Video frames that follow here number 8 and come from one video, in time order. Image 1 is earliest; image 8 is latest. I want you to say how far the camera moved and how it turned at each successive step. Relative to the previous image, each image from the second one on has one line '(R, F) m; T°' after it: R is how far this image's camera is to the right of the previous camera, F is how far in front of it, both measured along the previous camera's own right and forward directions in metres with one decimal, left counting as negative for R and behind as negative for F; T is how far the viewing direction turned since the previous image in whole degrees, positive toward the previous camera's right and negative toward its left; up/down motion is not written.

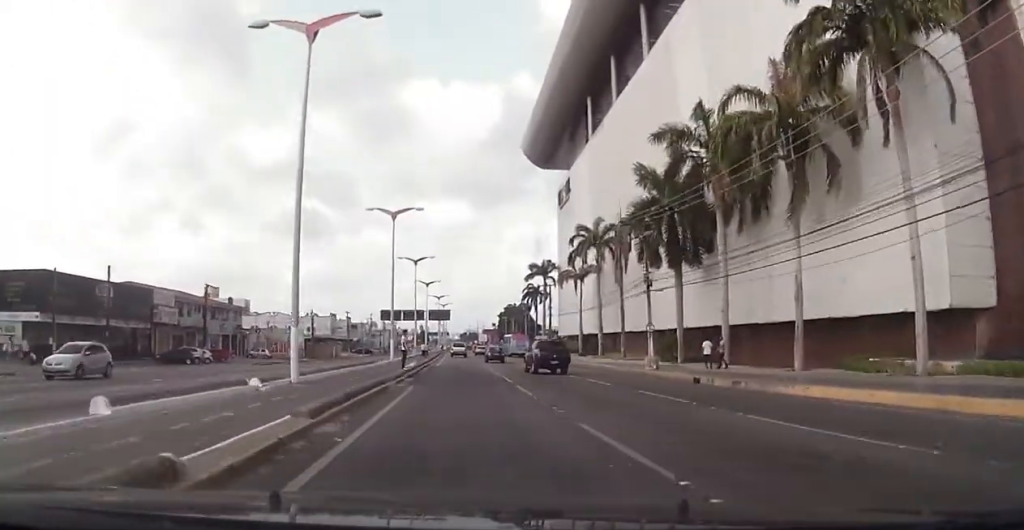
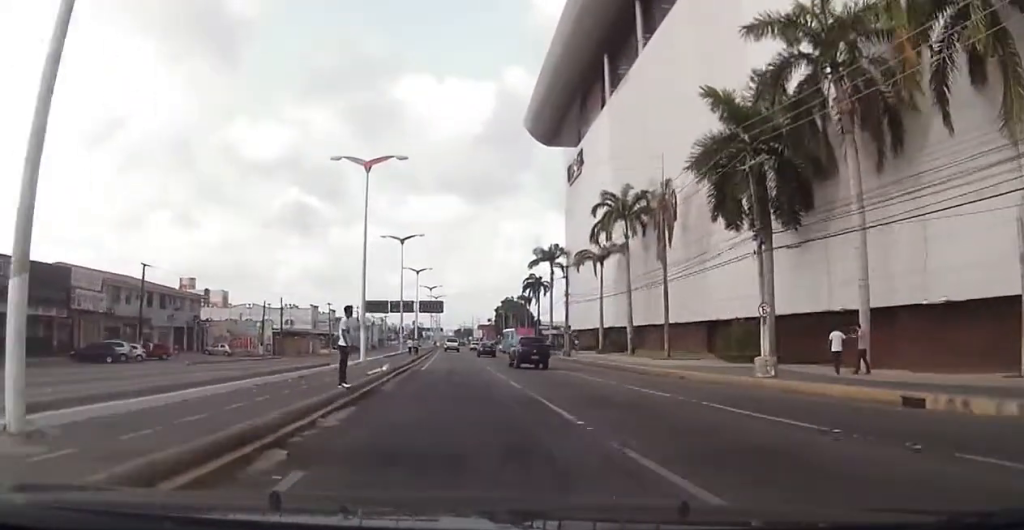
(-0.1, +14.9) m; 0°
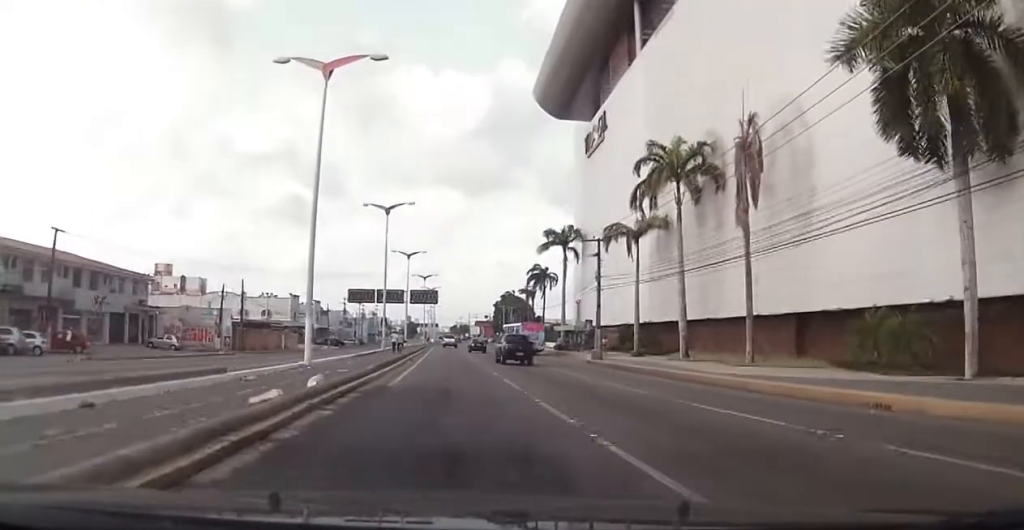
(0.0, +14.6) m; 0°
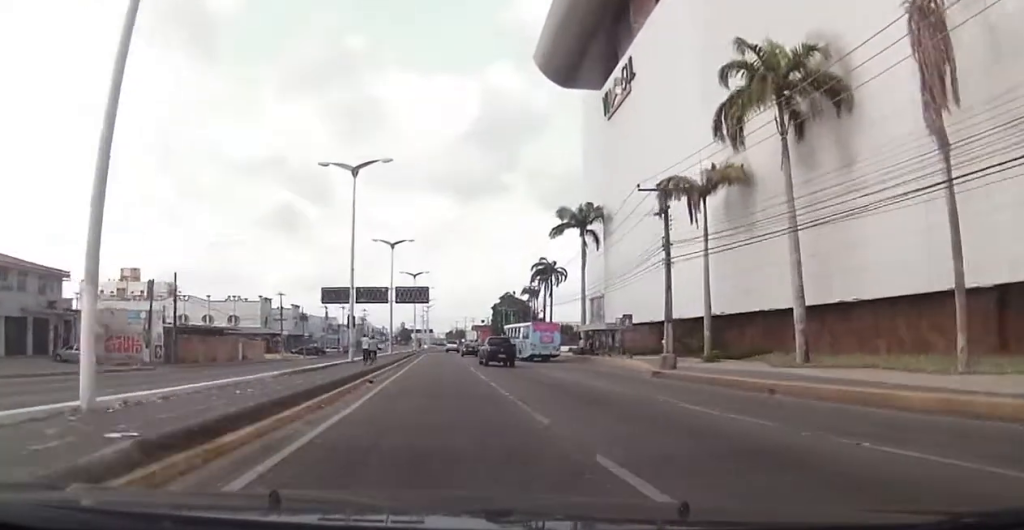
(+0.1, +16.6) m; +2°
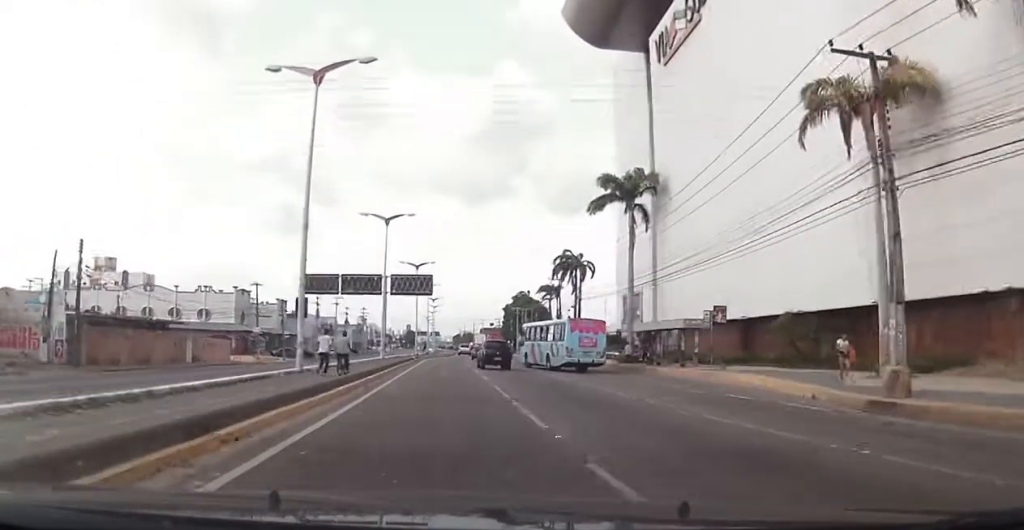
(+0.6, +16.4) m; +1°
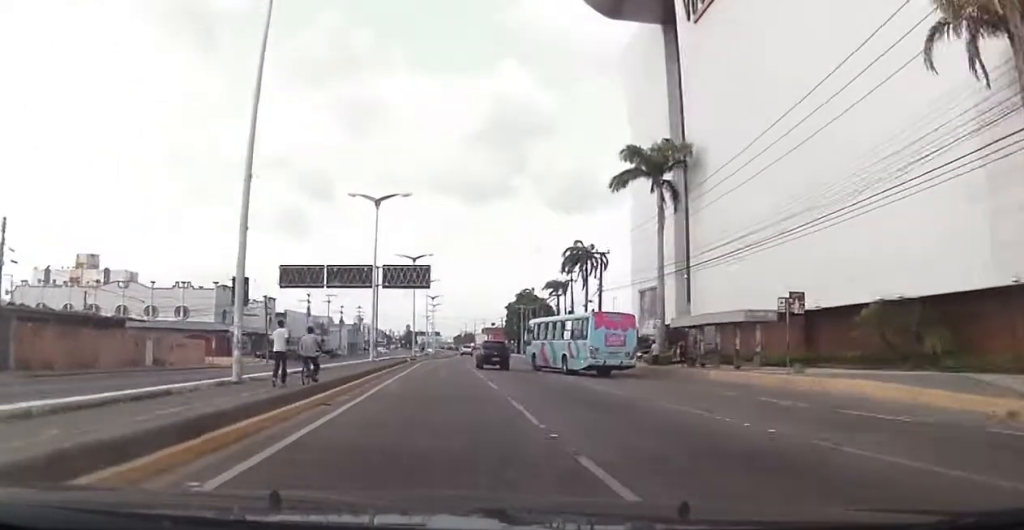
(-0.3, +8.2) m; -1°
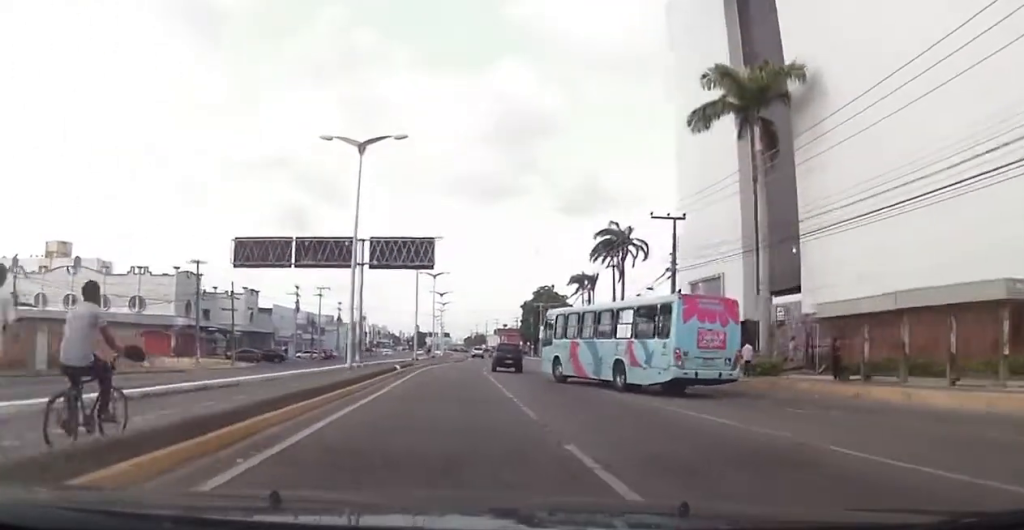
(-0.2, +15.3) m; -1°
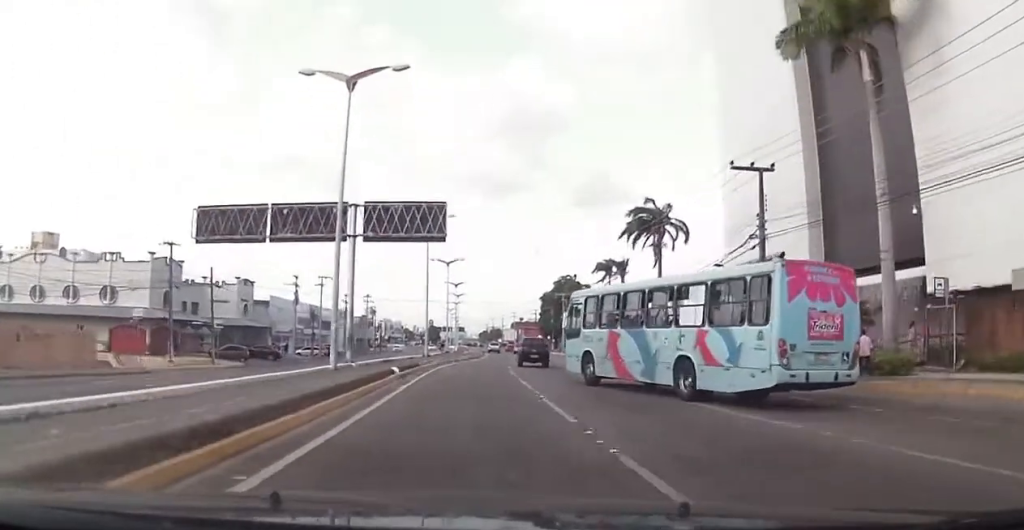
(0.0, +9.3) m; 0°
